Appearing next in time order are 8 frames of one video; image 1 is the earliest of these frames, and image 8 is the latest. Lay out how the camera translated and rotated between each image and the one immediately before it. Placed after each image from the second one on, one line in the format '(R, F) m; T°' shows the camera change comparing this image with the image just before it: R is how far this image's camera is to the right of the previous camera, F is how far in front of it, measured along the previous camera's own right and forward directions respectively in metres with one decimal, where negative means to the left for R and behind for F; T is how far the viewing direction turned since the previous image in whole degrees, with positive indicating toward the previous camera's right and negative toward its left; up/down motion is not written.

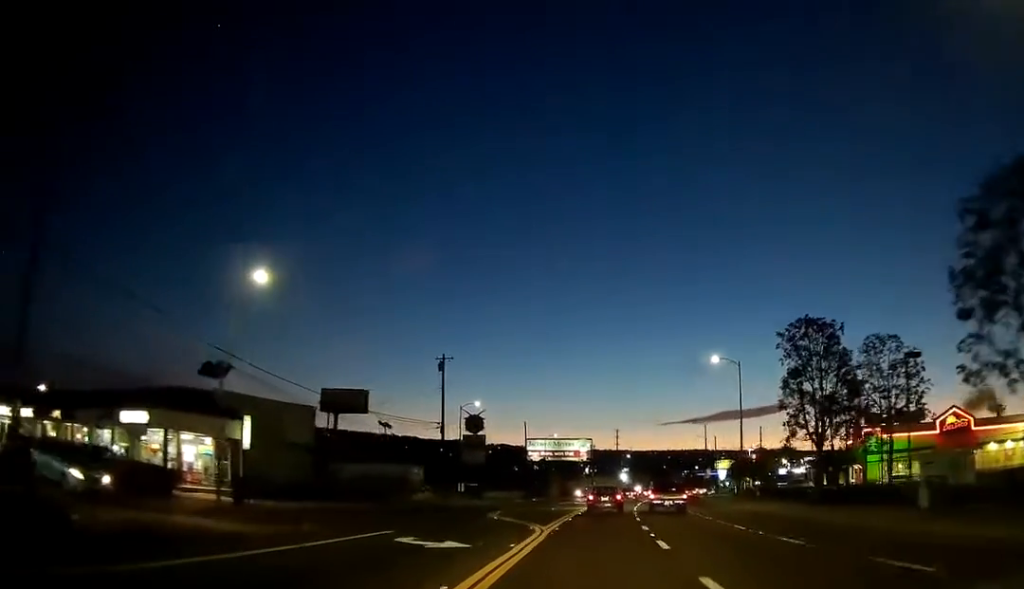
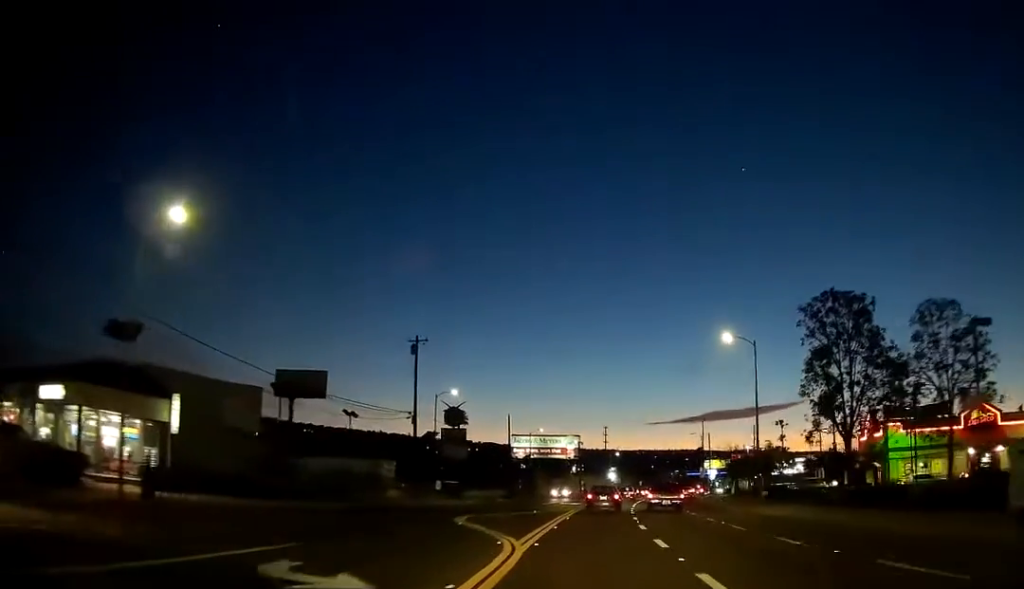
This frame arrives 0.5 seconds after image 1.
(0.0, +6.9) m; +1°
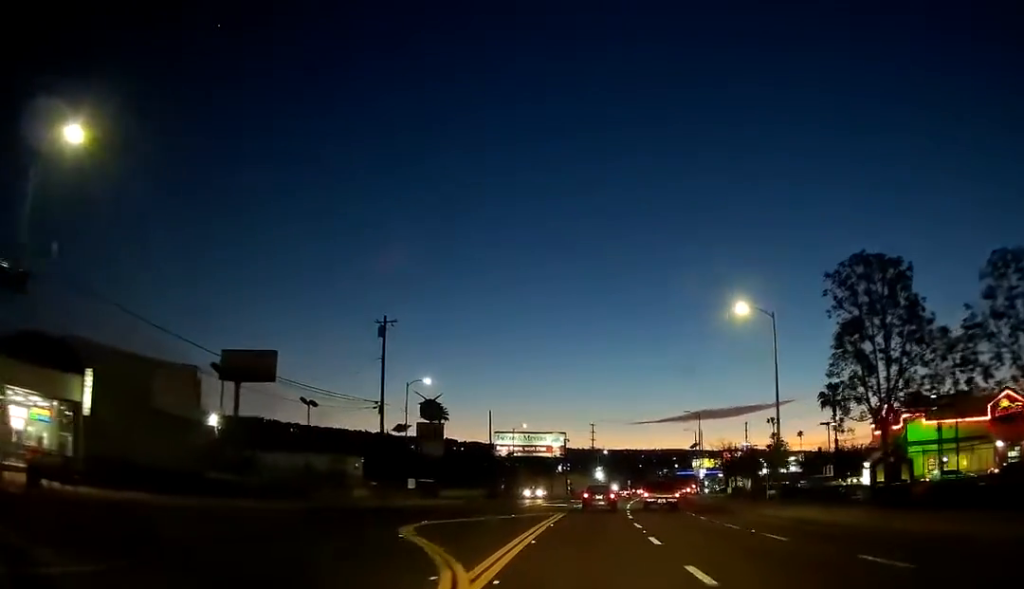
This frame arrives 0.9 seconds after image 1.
(-0.1, +7.0) m; +1°
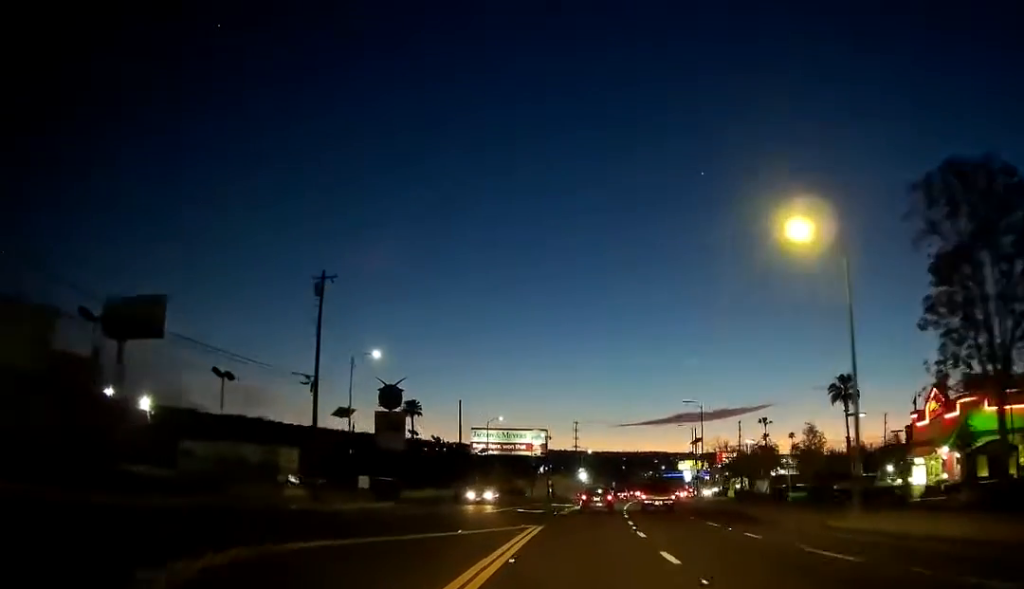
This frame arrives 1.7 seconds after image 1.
(+0.2, +11.2) m; +1°
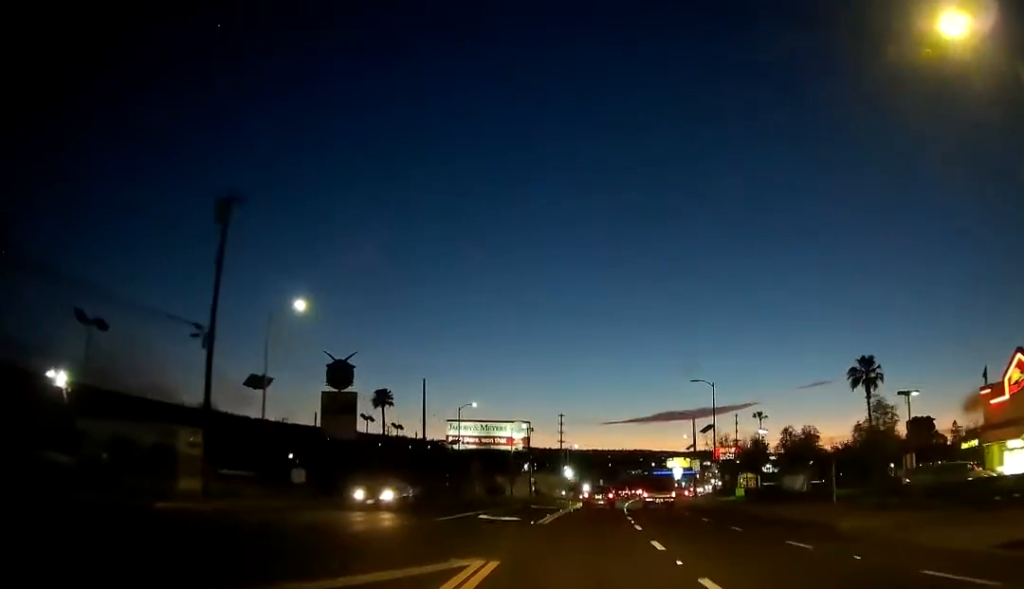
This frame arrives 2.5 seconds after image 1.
(+0.3, +12.4) m; +1°
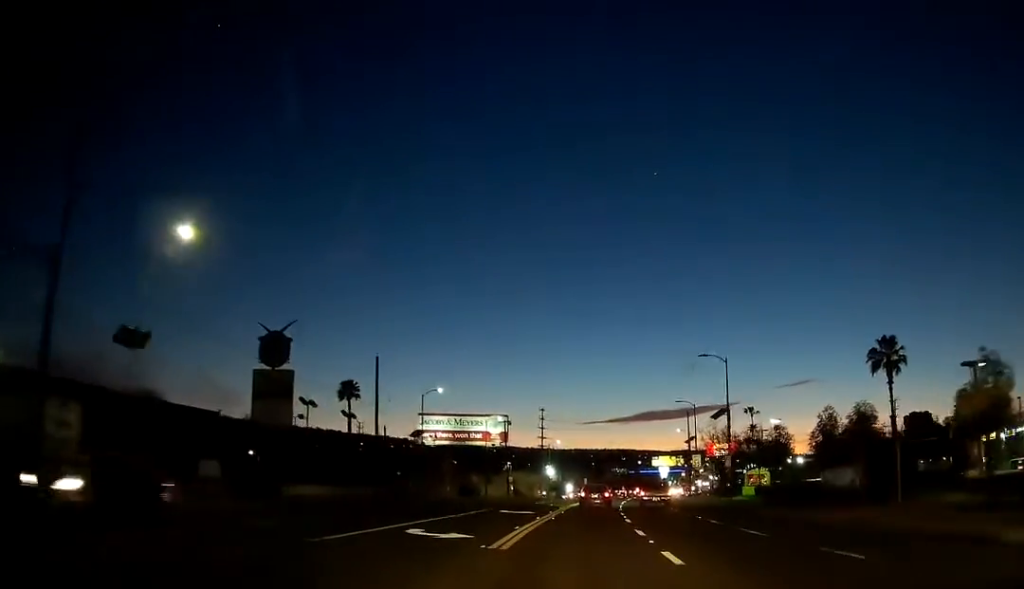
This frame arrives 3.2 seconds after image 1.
(-0.1, +11.0) m; +1°
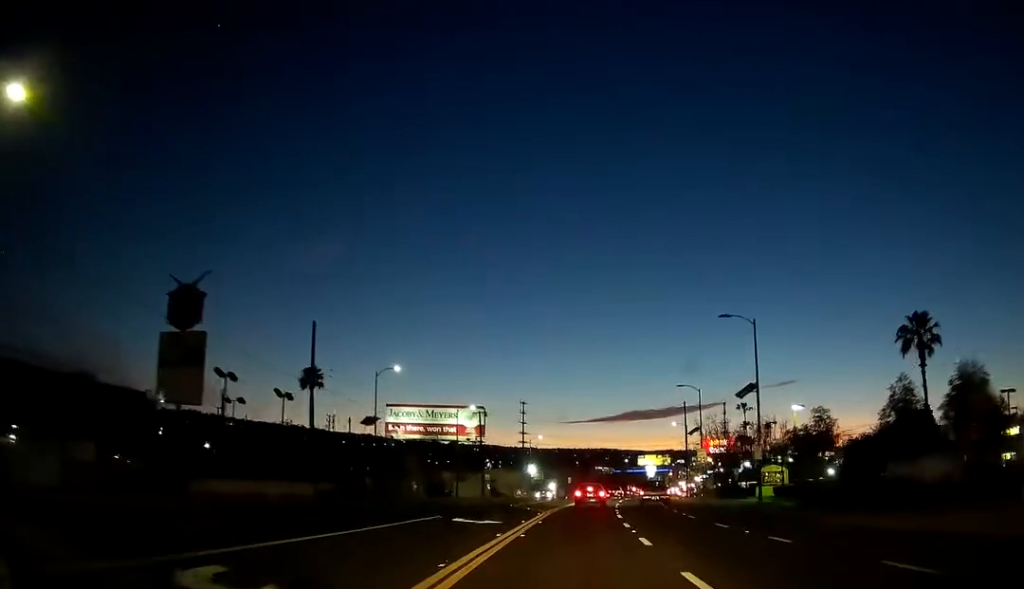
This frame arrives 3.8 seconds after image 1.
(+0.3, +10.7) m; +1°
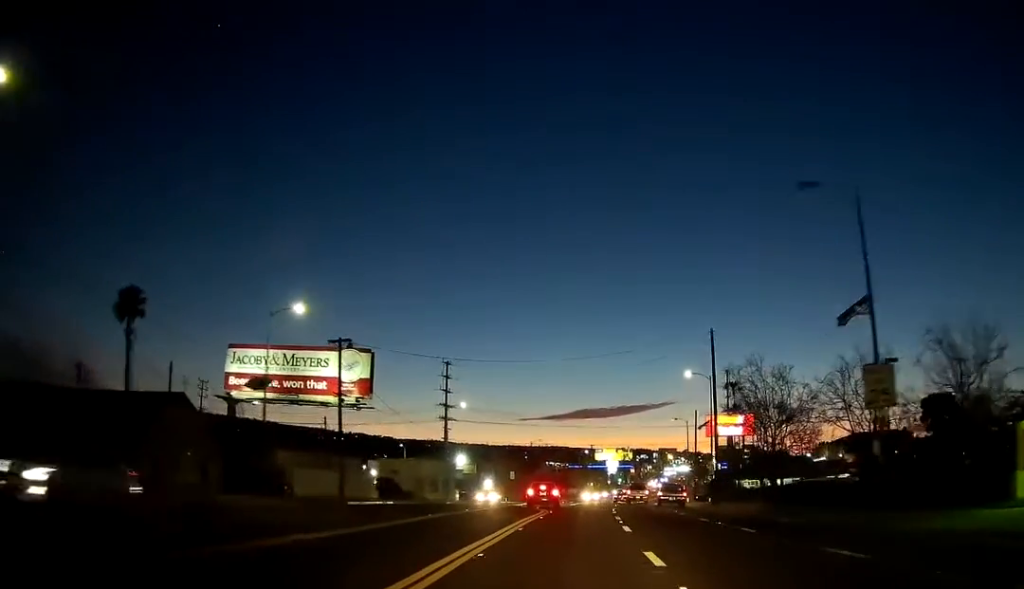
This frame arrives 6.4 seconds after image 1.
(+1.5, +42.7) m; +4°
